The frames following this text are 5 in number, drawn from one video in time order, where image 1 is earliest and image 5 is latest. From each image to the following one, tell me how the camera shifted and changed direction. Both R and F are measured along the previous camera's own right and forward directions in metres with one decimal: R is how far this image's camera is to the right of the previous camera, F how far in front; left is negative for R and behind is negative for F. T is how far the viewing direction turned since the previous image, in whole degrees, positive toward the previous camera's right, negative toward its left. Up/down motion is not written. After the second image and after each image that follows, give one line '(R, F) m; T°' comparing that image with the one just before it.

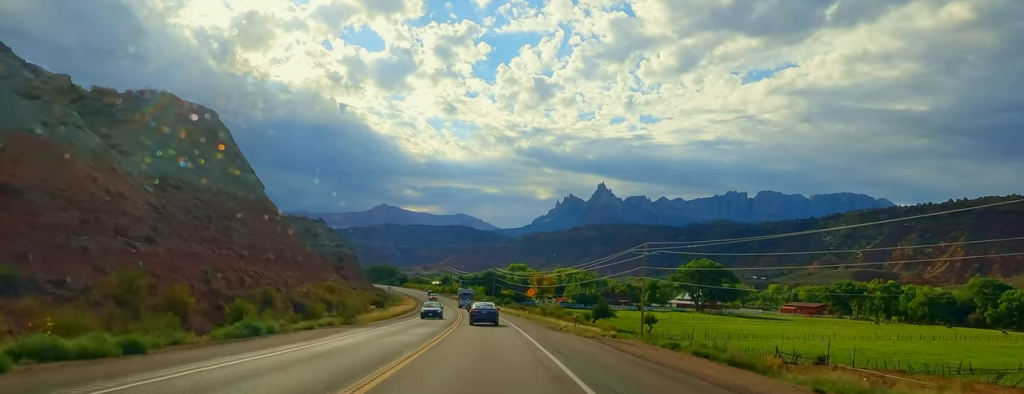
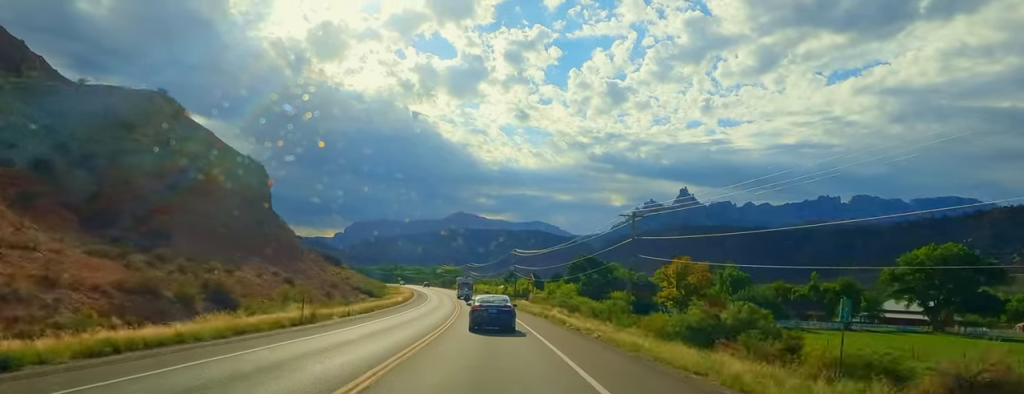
(-7.4, +122.9) m; -6°
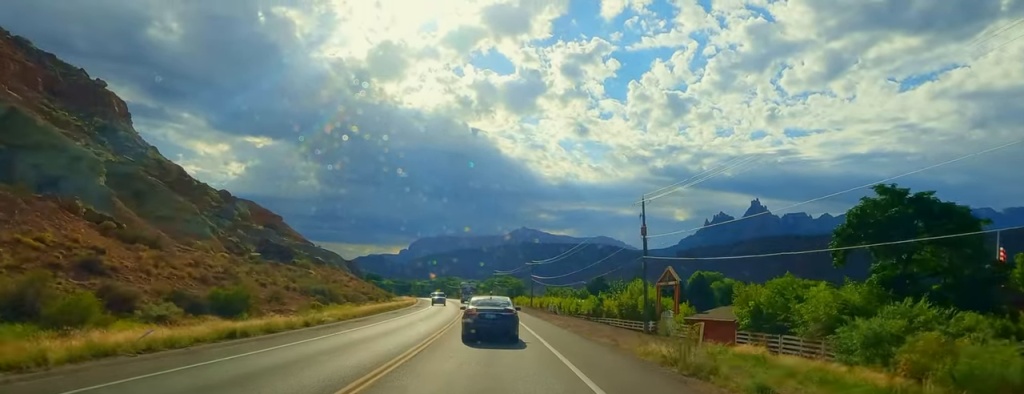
(-3.9, +91.5) m; -6°
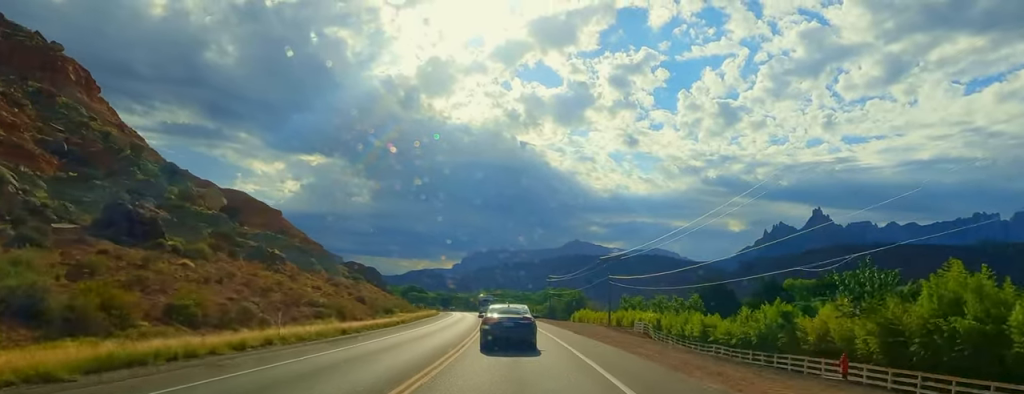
(-1.4, +53.3) m; -1°
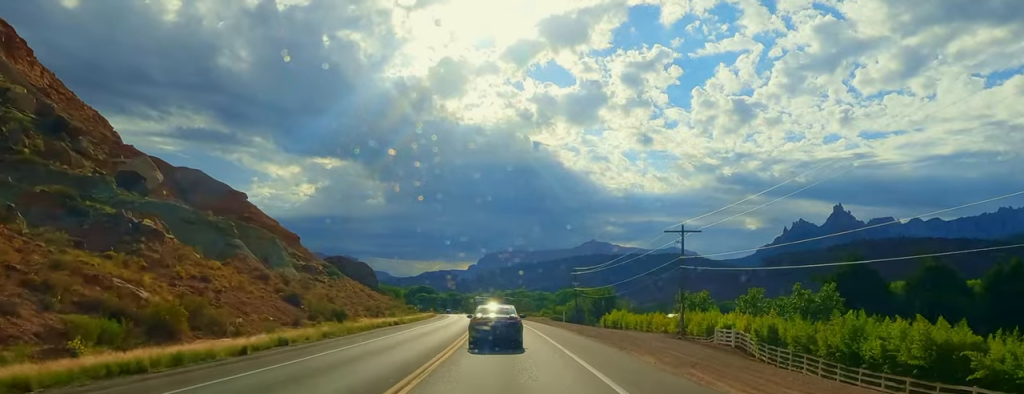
(+0.4, +34.5) m; 0°
